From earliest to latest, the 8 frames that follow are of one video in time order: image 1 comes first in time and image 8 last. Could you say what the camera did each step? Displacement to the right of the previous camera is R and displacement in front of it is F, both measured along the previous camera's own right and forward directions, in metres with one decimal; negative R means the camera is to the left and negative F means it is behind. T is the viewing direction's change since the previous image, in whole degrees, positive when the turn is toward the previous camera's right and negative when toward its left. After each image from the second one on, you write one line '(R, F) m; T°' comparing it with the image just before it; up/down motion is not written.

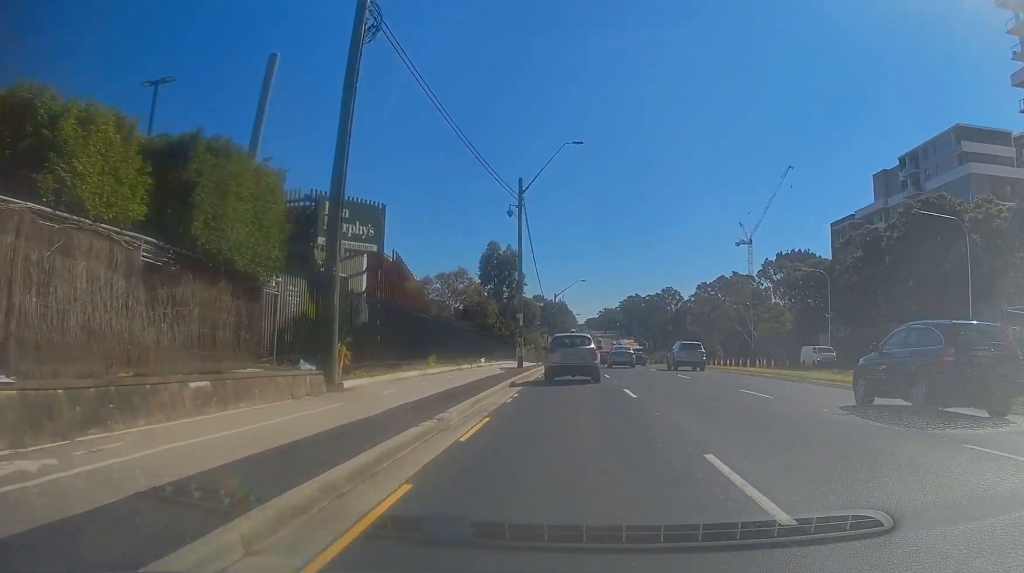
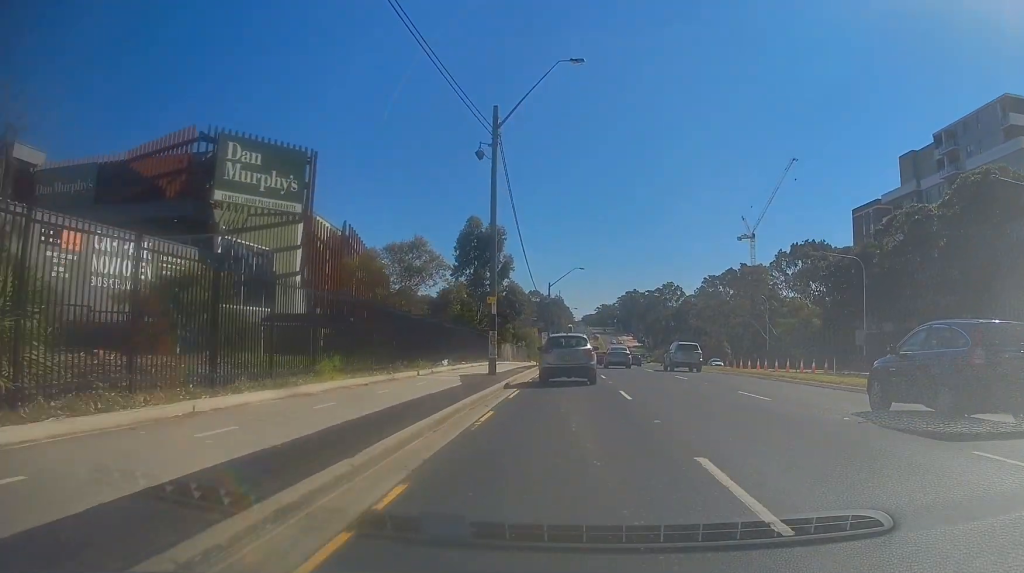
(+0.3, +12.5) m; -1°
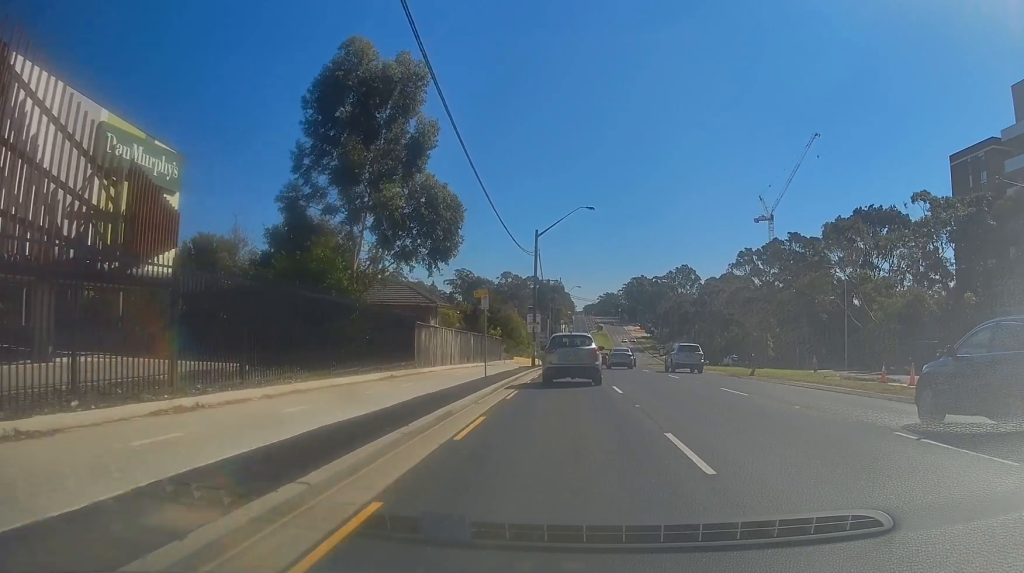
(-0.5, +33.5) m; -1°
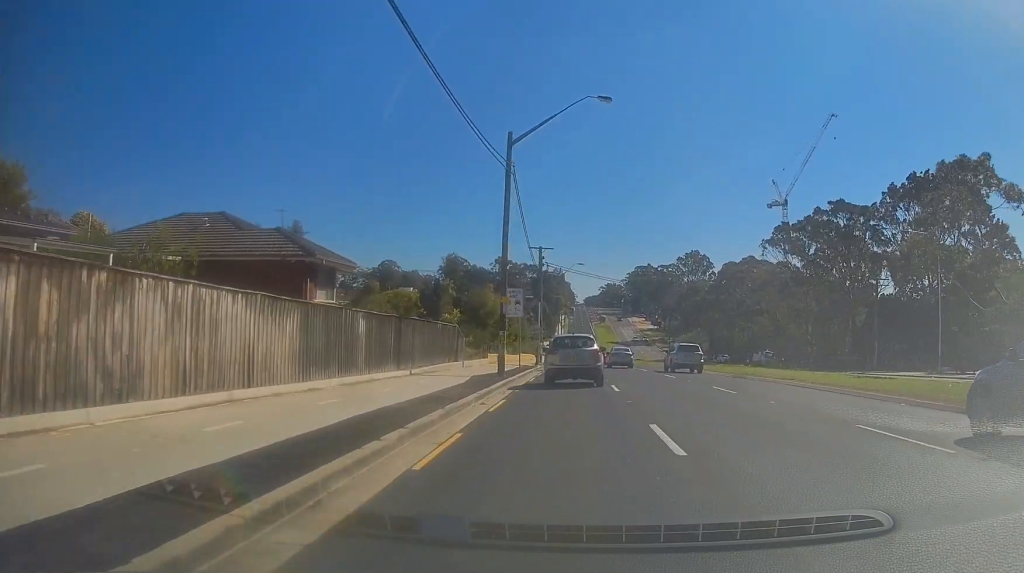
(-0.4, +23.1) m; 0°
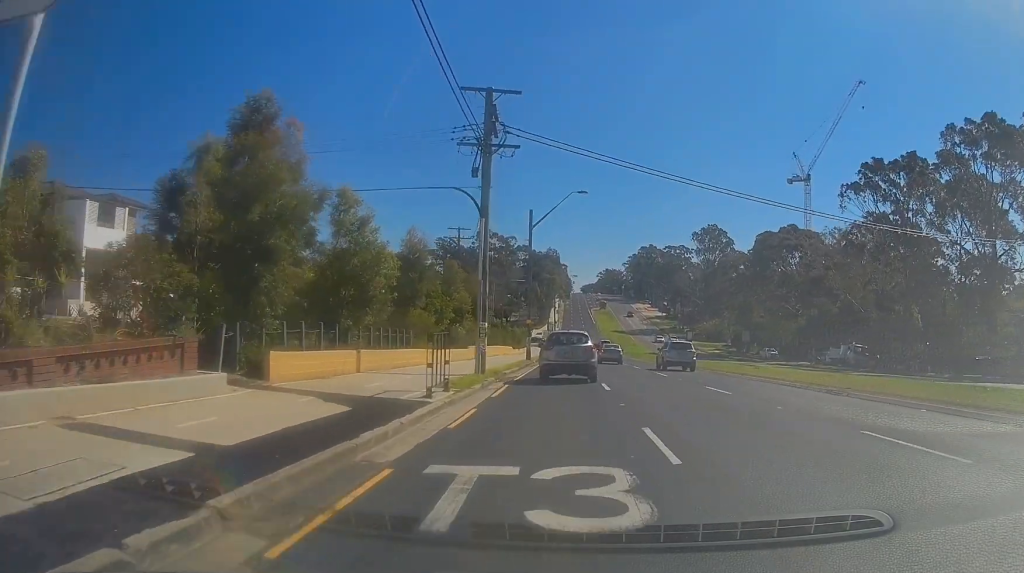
(+1.0, +36.6) m; +1°
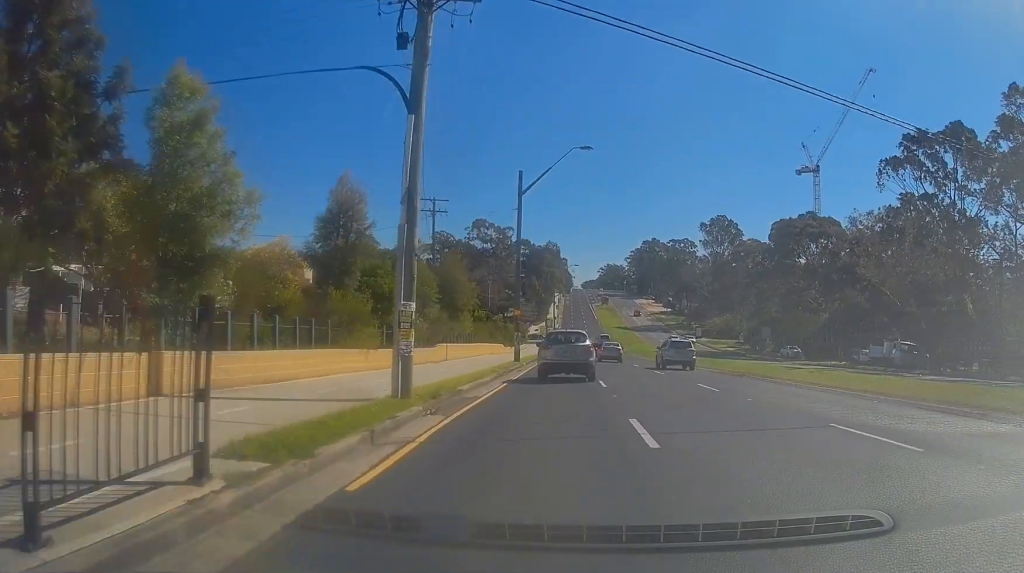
(-0.2, +10.6) m; 0°
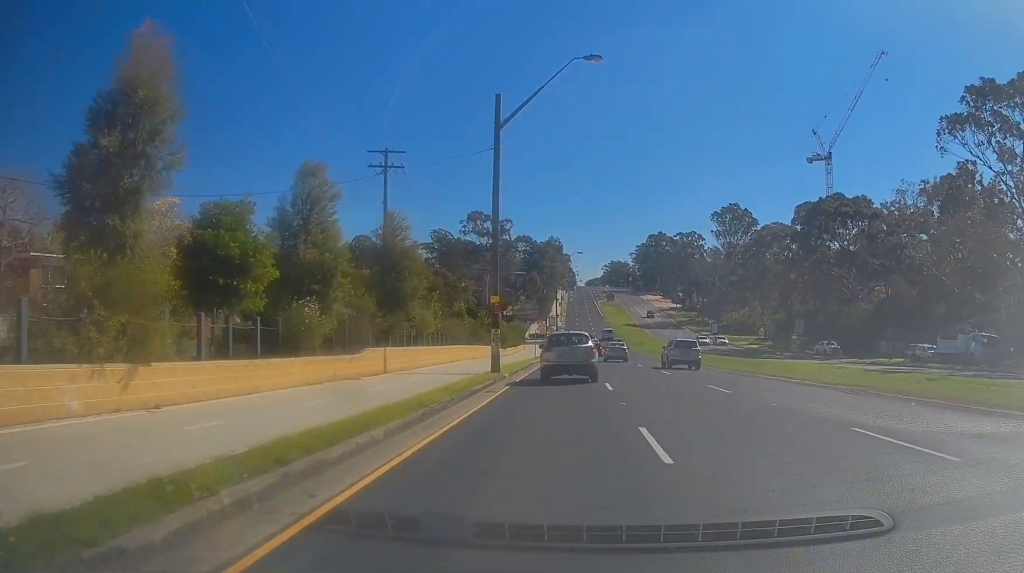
(0.0, +13.3) m; 0°
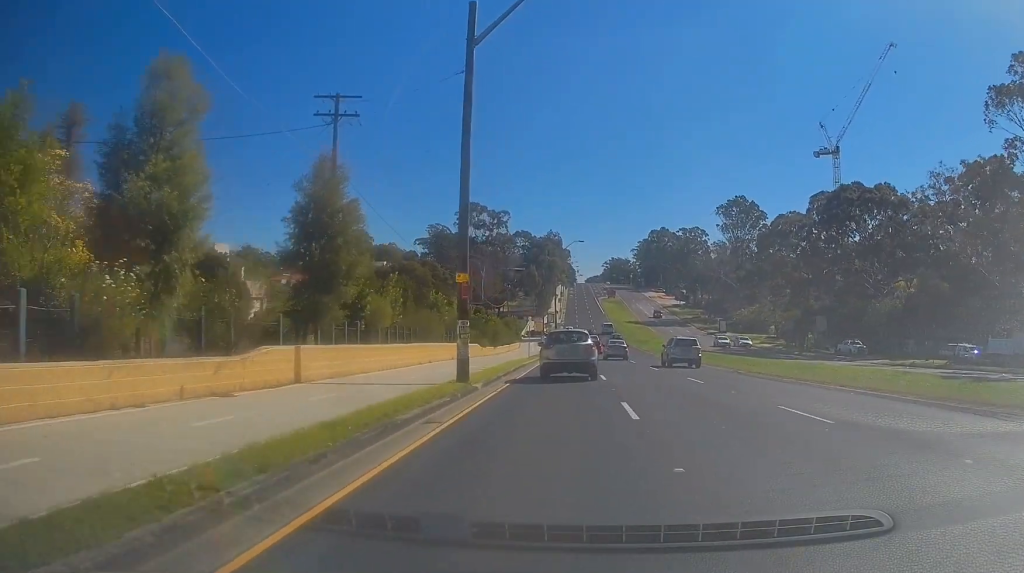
(+0.1, +7.8) m; 0°
